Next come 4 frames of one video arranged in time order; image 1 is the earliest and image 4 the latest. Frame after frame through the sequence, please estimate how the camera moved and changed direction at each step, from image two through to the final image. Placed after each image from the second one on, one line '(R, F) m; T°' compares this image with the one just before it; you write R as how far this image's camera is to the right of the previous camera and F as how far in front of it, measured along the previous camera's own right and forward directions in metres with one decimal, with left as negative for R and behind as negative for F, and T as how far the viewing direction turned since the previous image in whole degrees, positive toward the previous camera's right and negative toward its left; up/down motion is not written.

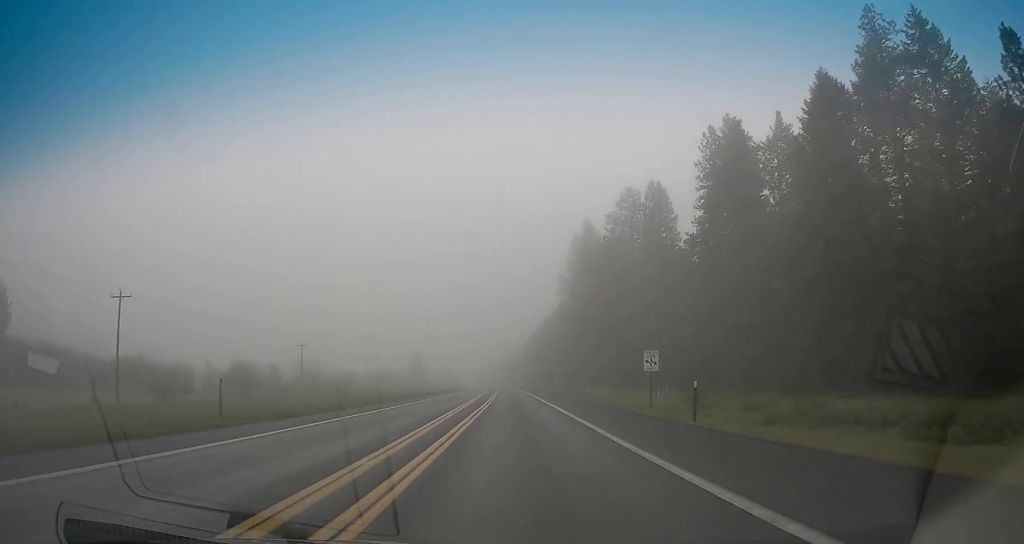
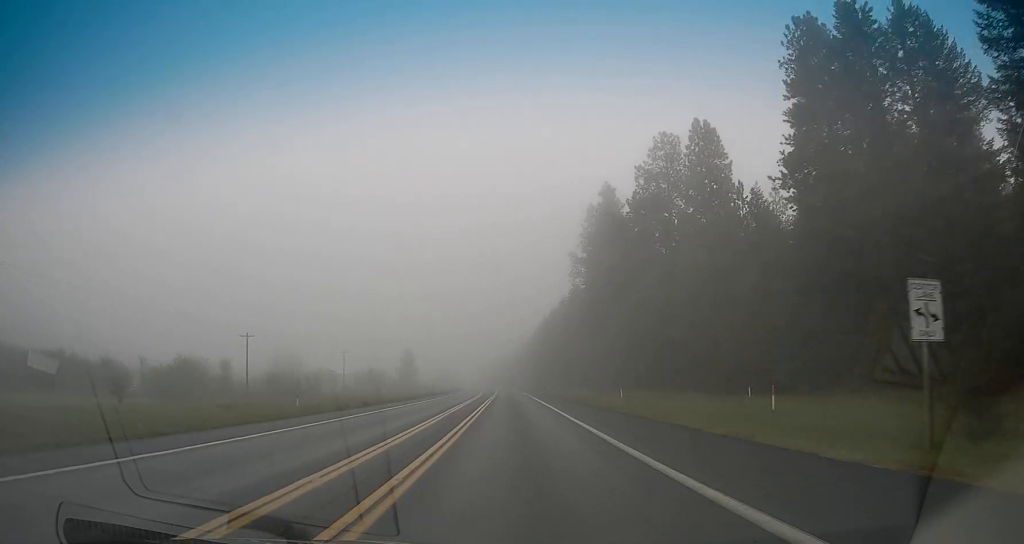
(-0.3, +25.3) m; +1°
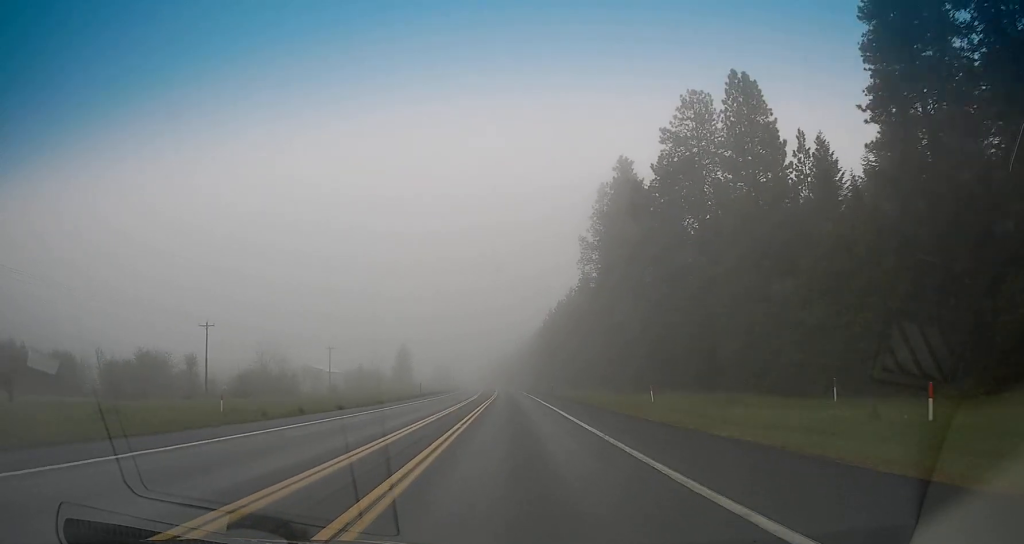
(+0.6, +13.2) m; 0°
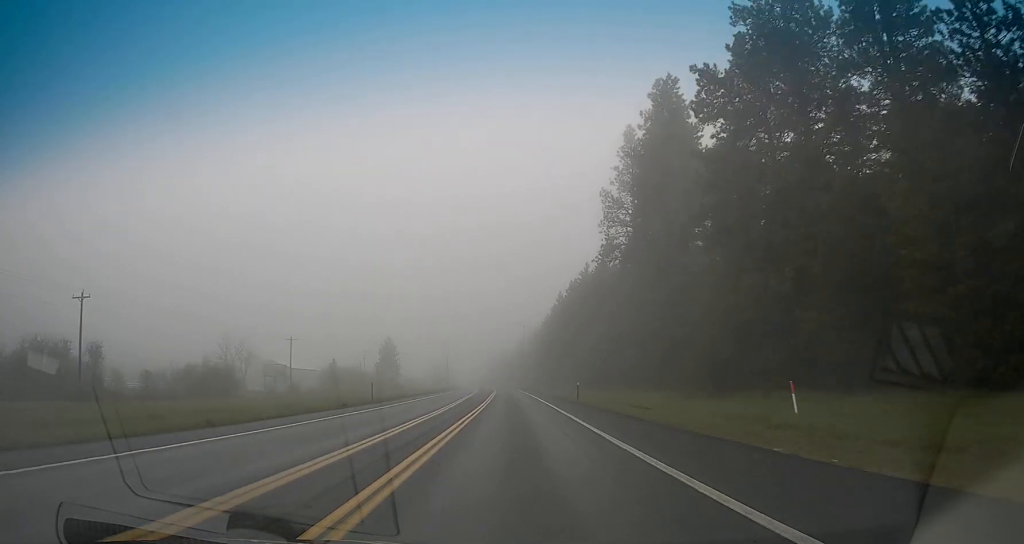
(-1.0, +25.9) m; -2°
